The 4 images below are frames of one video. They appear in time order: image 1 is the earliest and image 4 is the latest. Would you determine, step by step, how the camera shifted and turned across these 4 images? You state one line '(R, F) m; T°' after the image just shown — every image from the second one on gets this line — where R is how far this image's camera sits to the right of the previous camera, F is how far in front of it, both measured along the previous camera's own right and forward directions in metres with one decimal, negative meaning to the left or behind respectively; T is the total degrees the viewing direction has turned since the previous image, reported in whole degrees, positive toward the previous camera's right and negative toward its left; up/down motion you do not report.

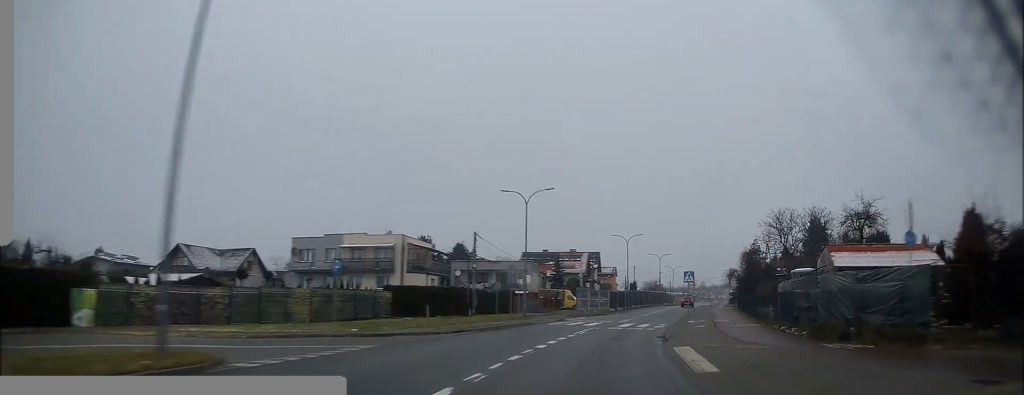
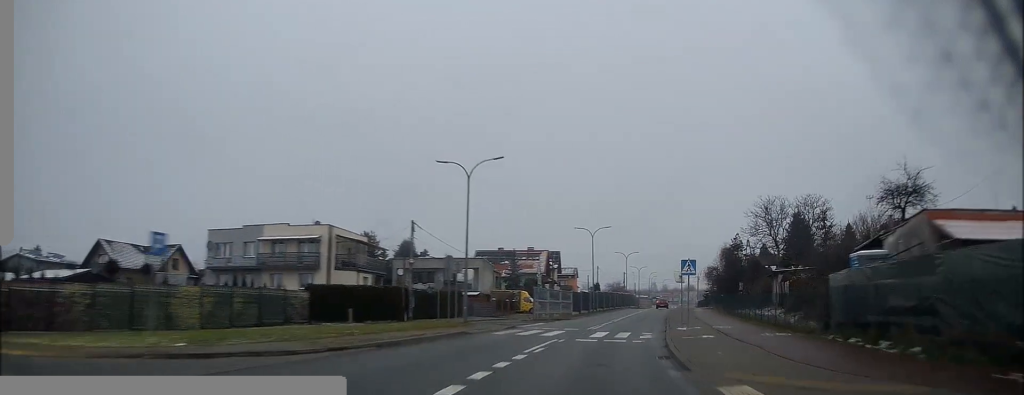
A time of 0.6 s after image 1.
(+0.3, +9.7) m; +3°
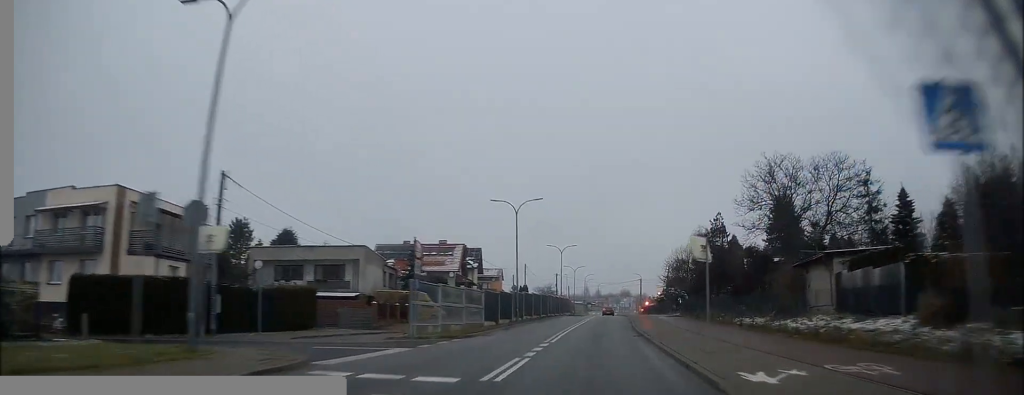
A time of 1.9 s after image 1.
(+1.3, +20.4) m; +5°
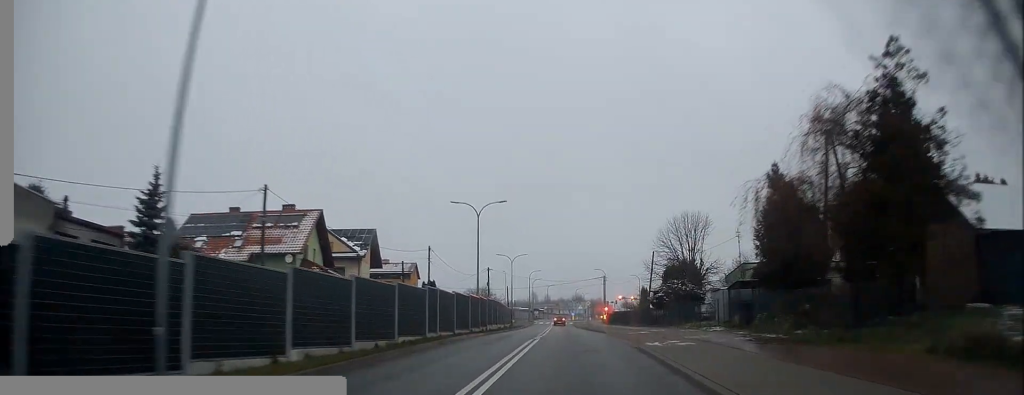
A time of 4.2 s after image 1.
(+1.9, +36.3) m; +6°
